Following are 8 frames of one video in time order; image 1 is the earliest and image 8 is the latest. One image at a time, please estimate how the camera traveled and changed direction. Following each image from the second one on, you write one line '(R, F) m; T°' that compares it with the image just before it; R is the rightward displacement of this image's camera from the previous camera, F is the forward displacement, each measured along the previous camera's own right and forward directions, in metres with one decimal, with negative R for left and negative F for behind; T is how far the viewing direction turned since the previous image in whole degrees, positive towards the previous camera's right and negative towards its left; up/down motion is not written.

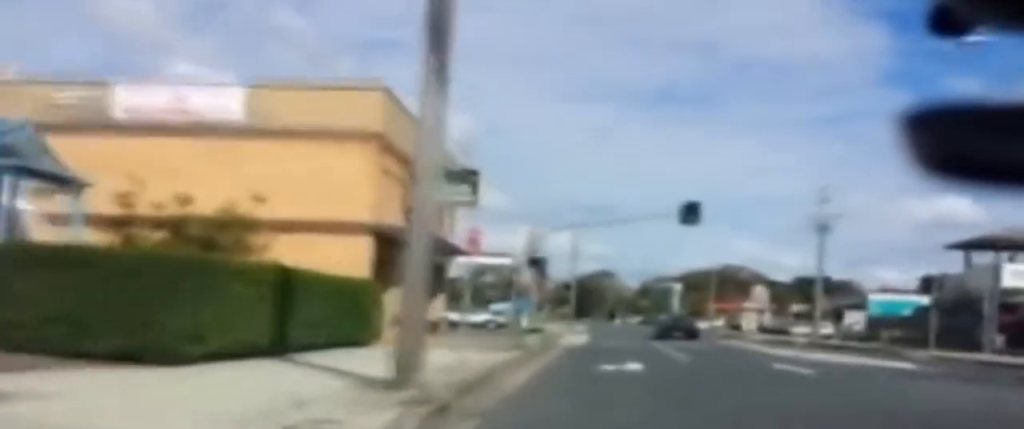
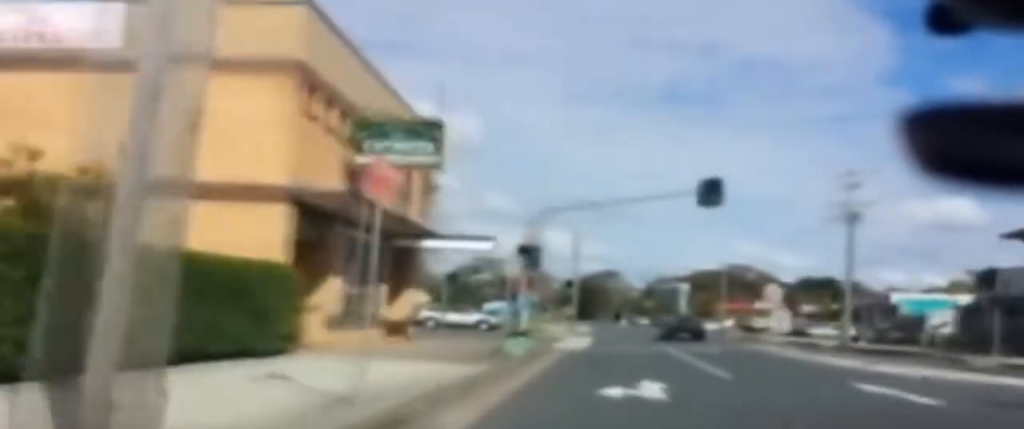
(-0.2, +6.2) m; -1°
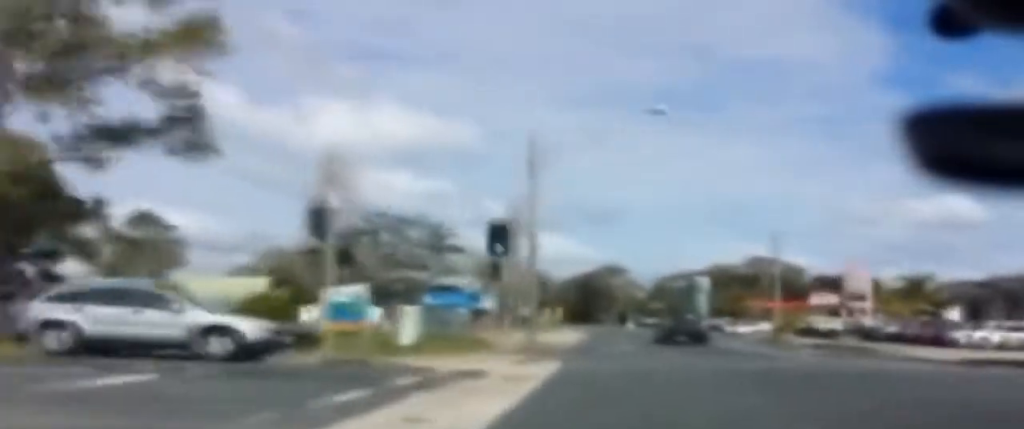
(-0.3, +32.5) m; -1°
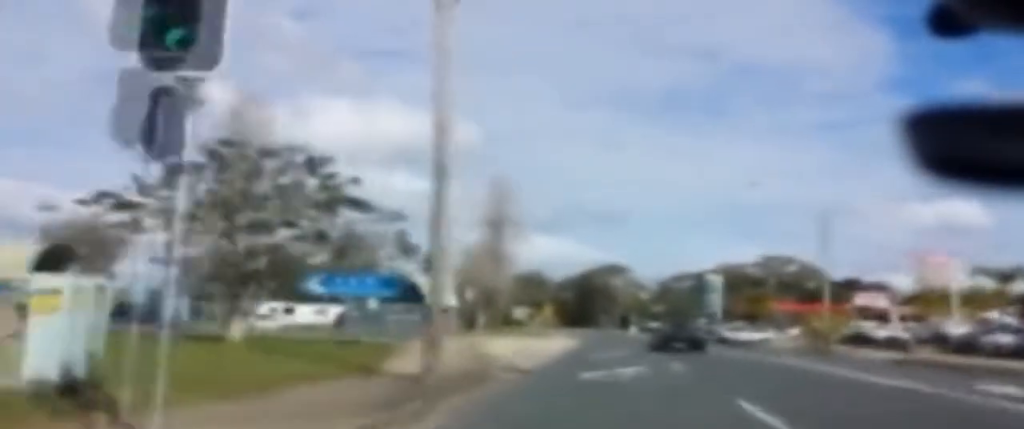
(+0.1, +16.1) m; +1°
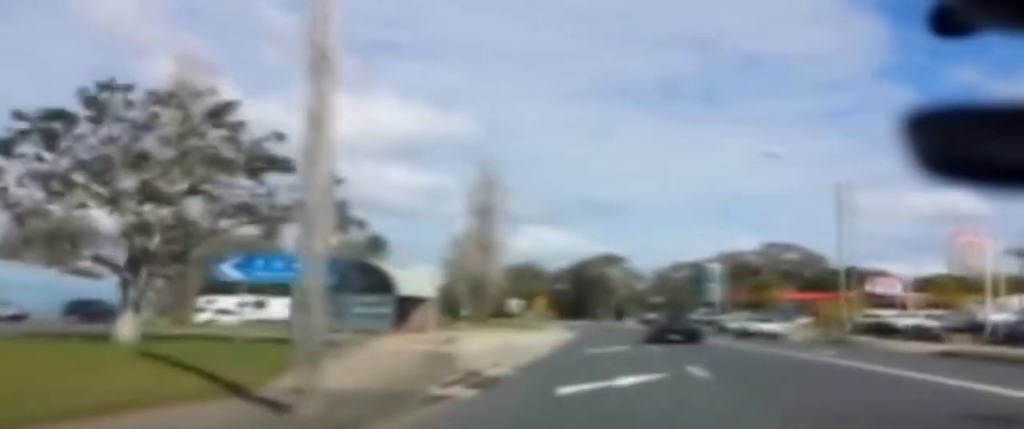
(+0.1, +5.5) m; +1°
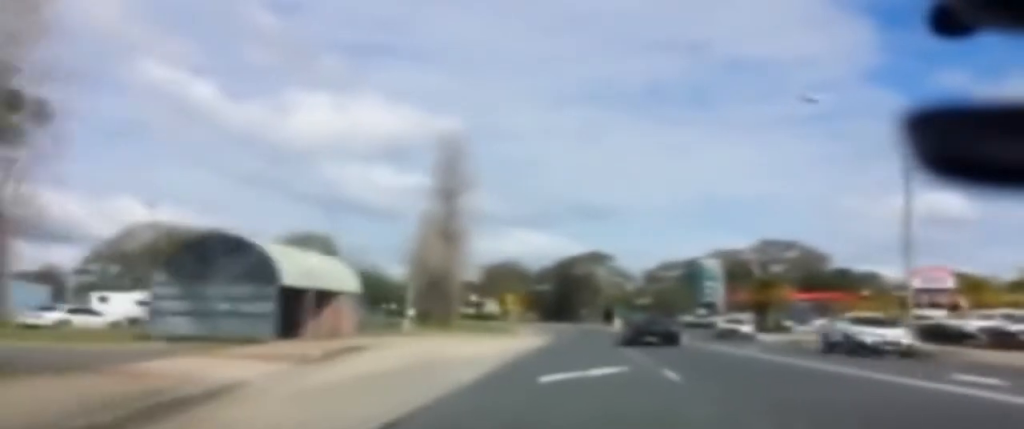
(0.0, +12.6) m; 0°
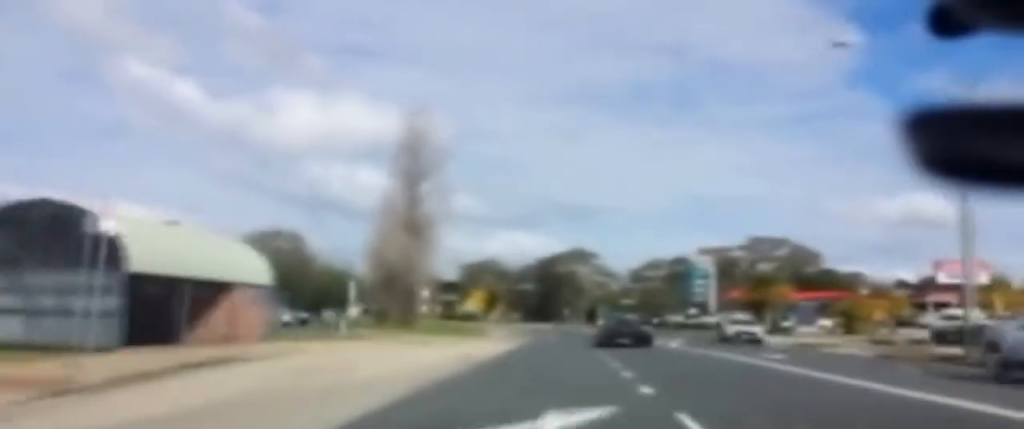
(0.0, +8.0) m; 0°
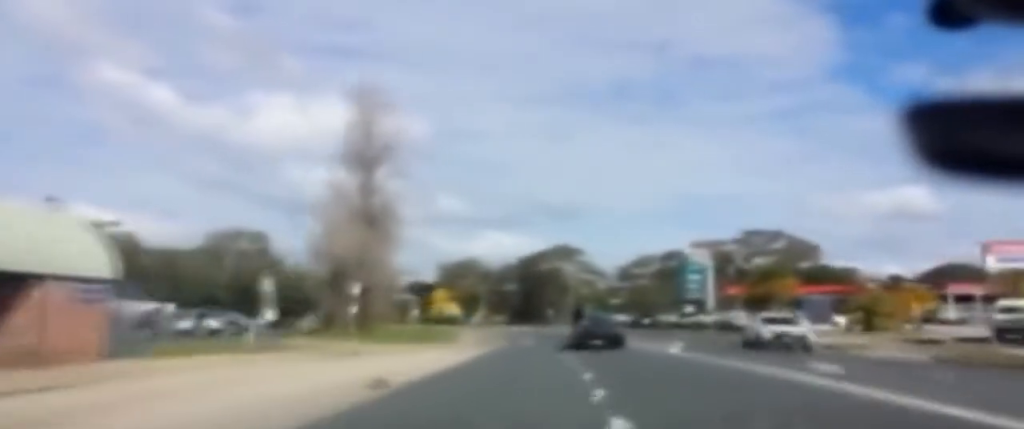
(0.0, +8.1) m; 0°
